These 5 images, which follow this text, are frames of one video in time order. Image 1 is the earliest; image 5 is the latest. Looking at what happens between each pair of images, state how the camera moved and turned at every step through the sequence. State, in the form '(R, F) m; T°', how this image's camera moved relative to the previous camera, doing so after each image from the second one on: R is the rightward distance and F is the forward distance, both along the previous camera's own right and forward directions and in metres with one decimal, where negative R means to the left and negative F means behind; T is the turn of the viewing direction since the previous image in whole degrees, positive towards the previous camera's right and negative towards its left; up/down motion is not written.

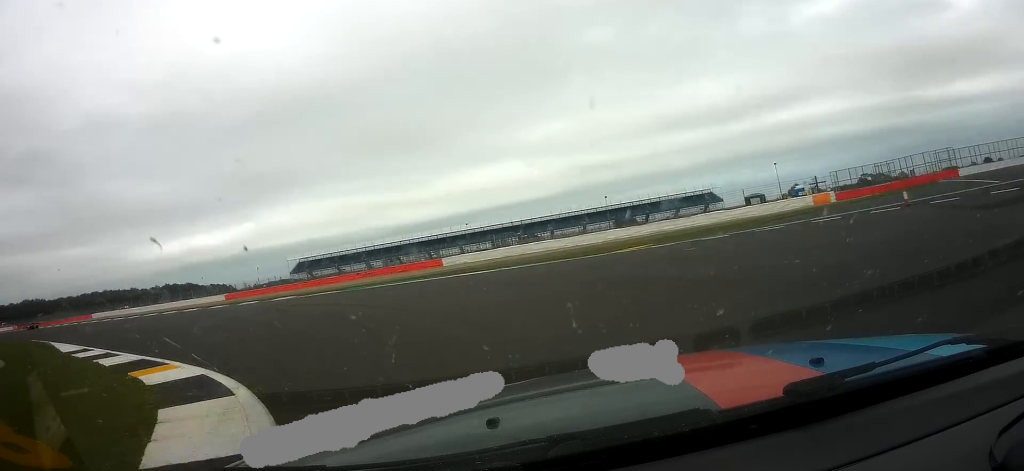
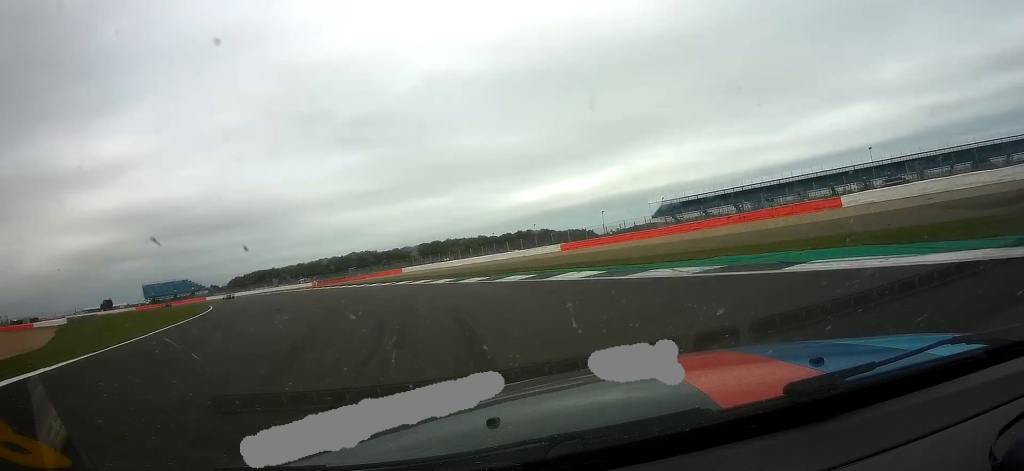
(-6.7, +19.4) m; -35°
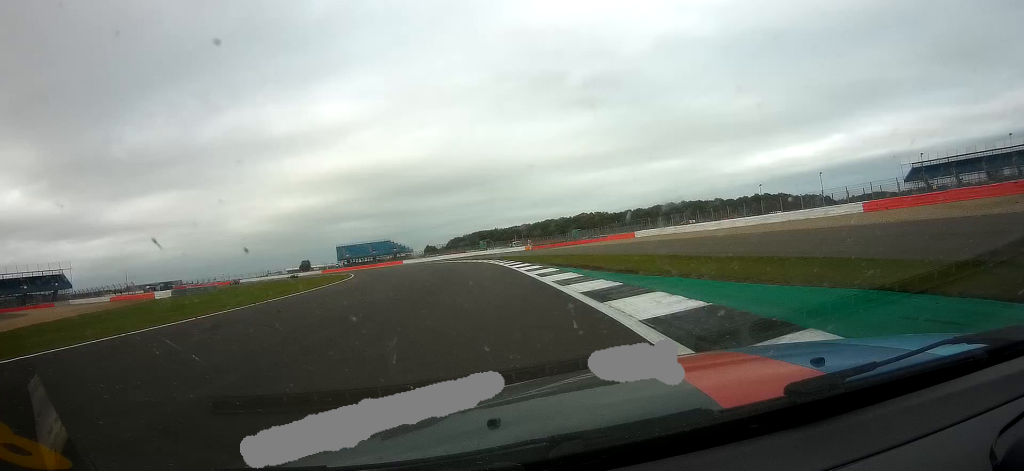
(-7.1, +30.5) m; -19°
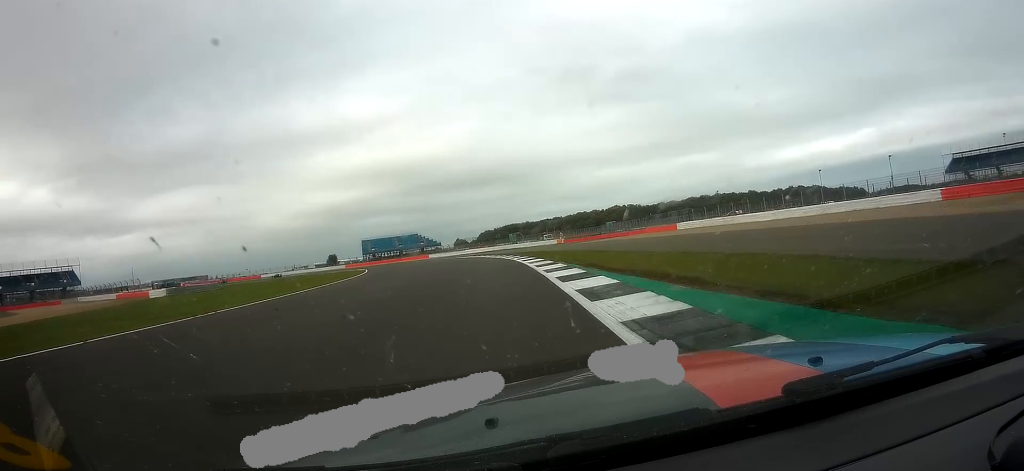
(-0.2, +9.4) m; -3°
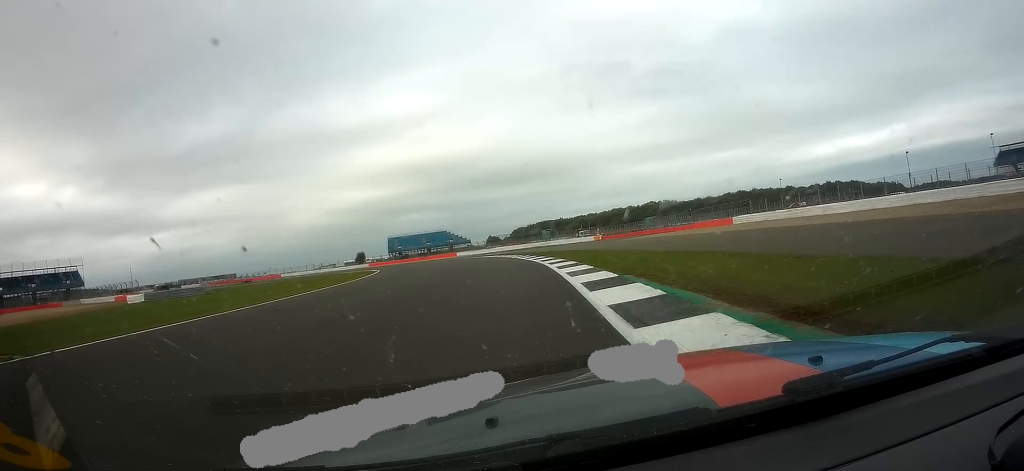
(-0.5, +12.9) m; -3°
